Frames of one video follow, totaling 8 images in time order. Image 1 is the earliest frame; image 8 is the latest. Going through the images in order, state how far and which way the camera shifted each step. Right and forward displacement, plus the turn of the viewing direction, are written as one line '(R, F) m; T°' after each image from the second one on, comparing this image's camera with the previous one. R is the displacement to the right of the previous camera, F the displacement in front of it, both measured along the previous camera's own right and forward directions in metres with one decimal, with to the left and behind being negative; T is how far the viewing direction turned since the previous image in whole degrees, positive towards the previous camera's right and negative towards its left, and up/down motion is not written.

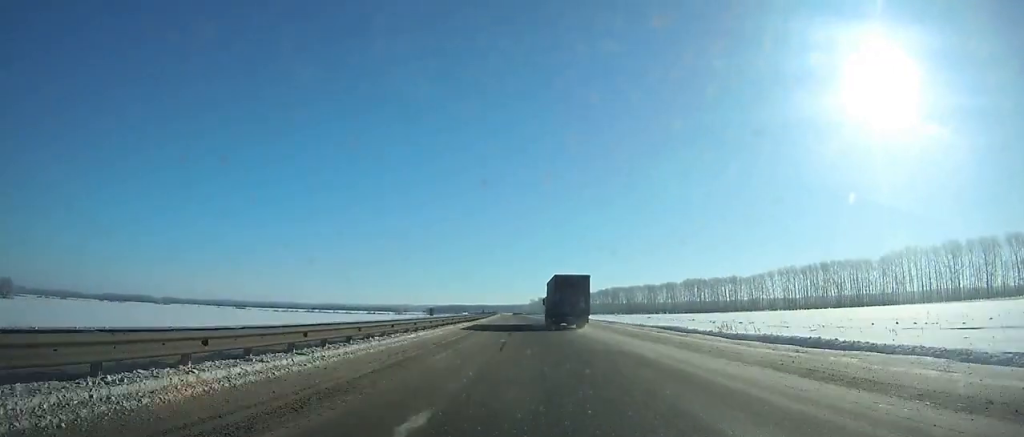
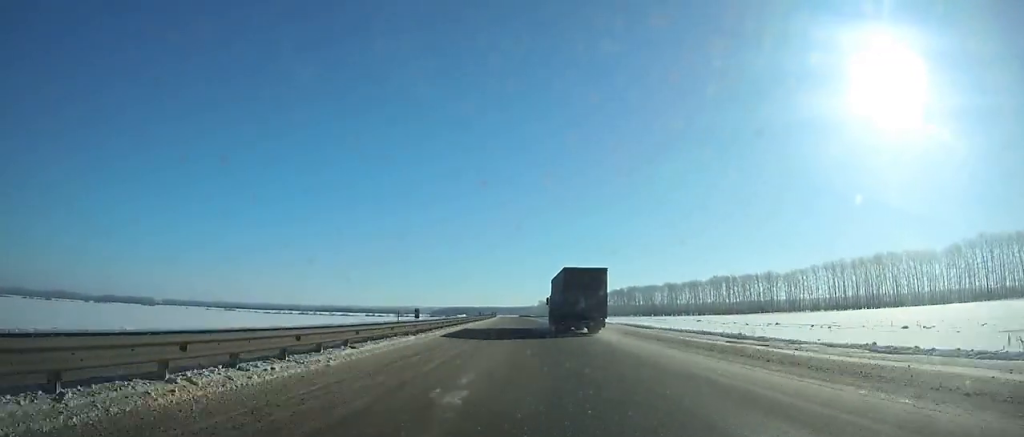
(-0.5, +47.2) m; -1°
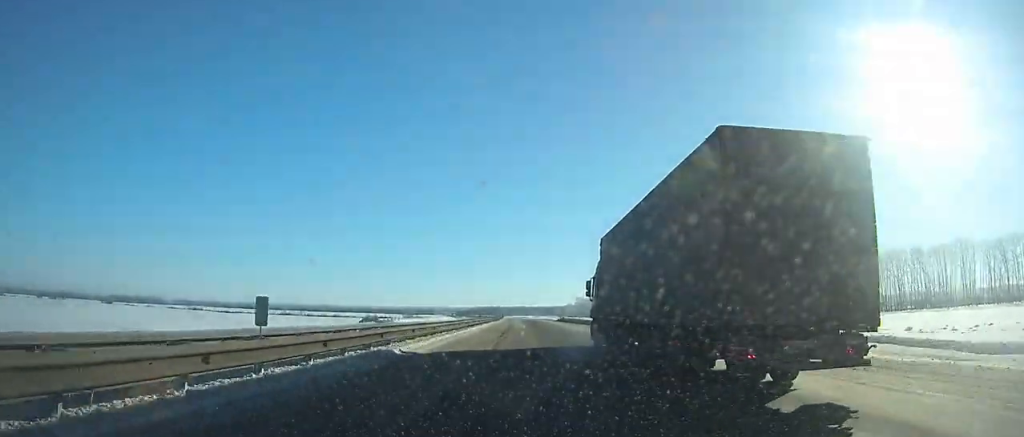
(-3.1, +140.6) m; -2°
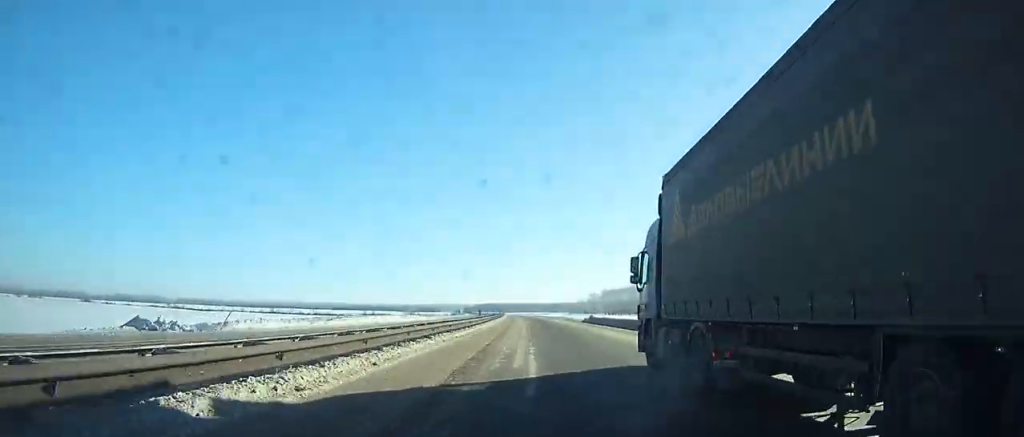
(-0.2, +47.3) m; -1°
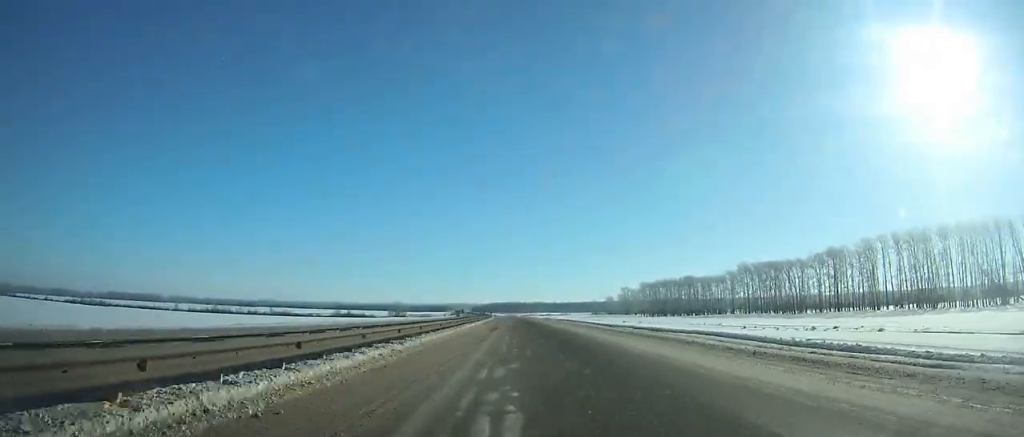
(-1.8, +121.9) m; -2°
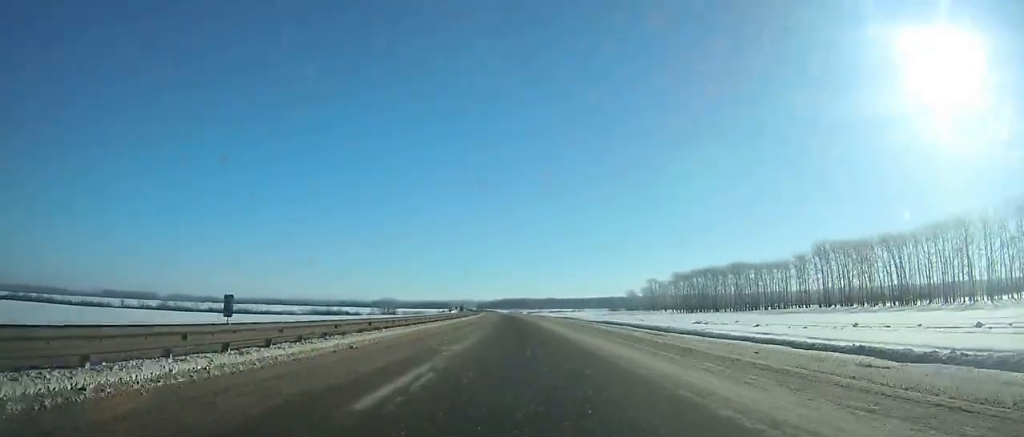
(-0.5, +66.0) m; -1°
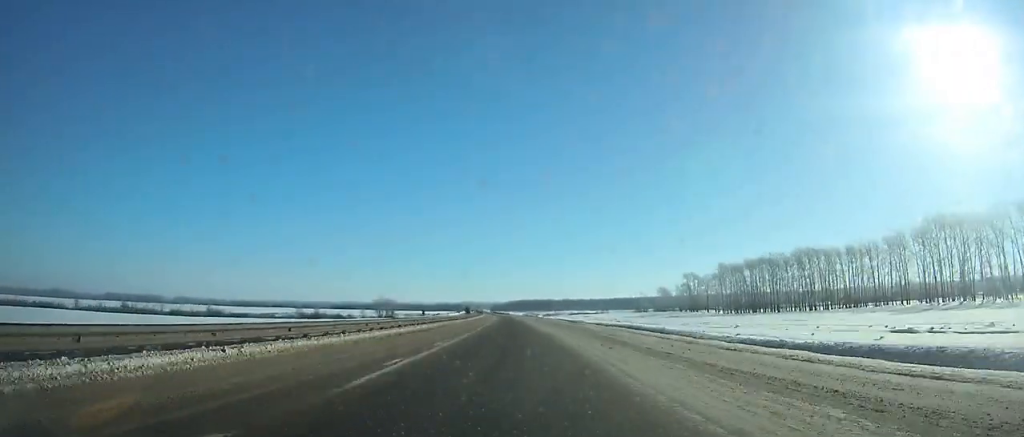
(-0.3, +51.9) m; -1°
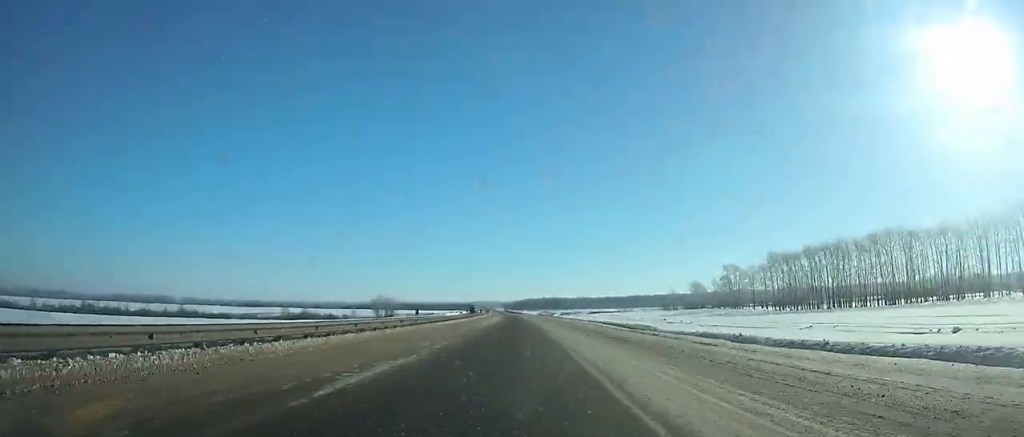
(-0.4, +41.4) m; -1°
